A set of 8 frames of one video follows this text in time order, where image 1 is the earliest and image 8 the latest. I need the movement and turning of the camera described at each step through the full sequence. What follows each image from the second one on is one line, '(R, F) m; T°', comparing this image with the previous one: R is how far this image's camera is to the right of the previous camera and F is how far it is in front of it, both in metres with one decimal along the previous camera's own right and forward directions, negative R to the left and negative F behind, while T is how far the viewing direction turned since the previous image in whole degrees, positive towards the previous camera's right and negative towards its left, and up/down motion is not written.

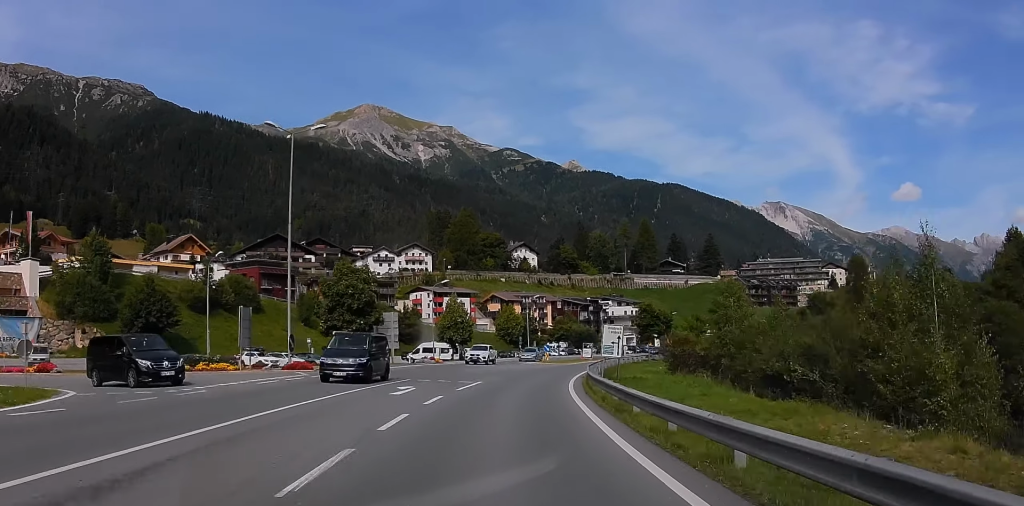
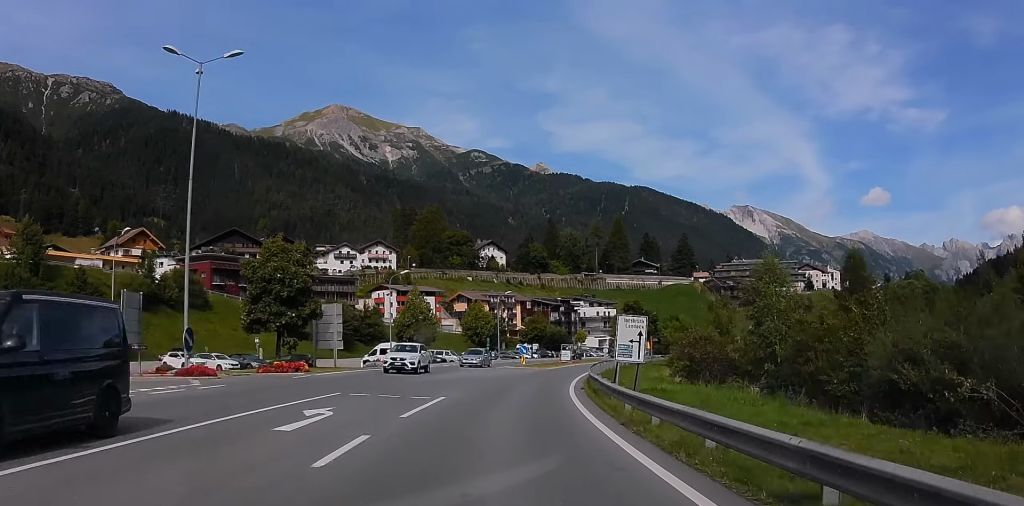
(-0.1, +10.5) m; +4°
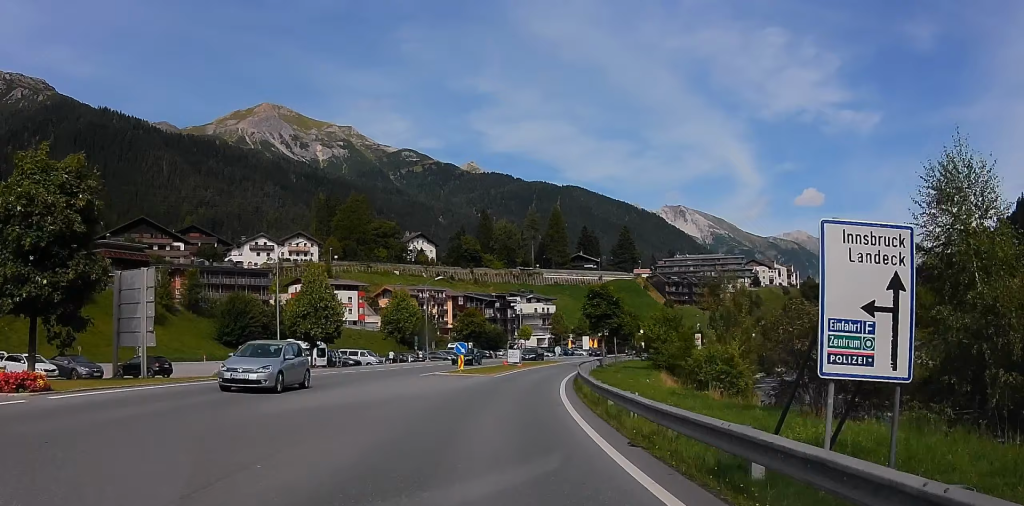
(+2.3, +17.9) m; +12°
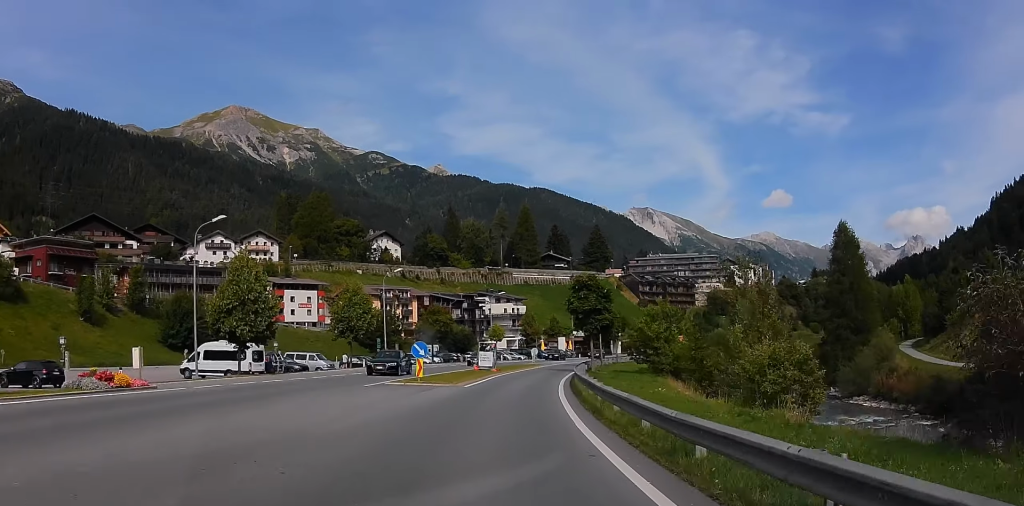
(+0.6, +9.6) m; +4°
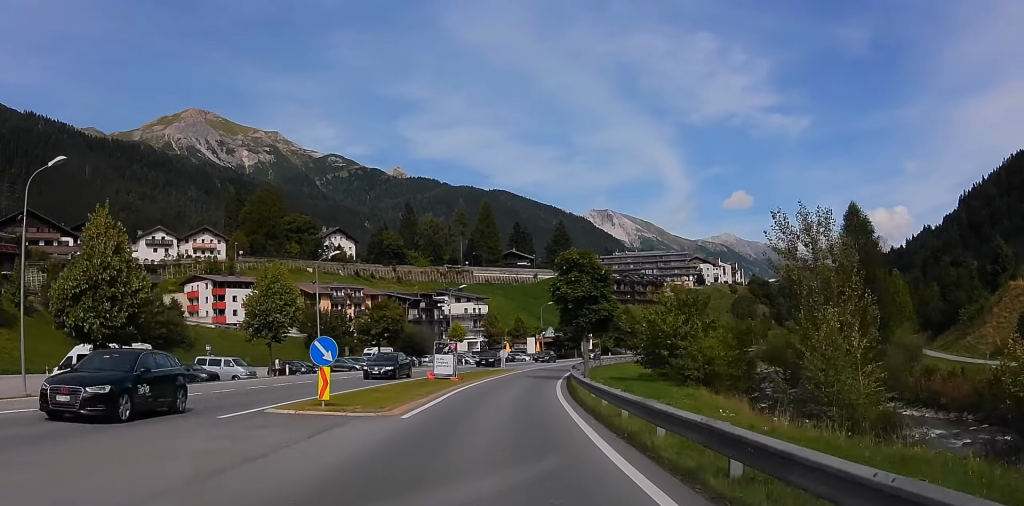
(+0.1, +12.8) m; +4°
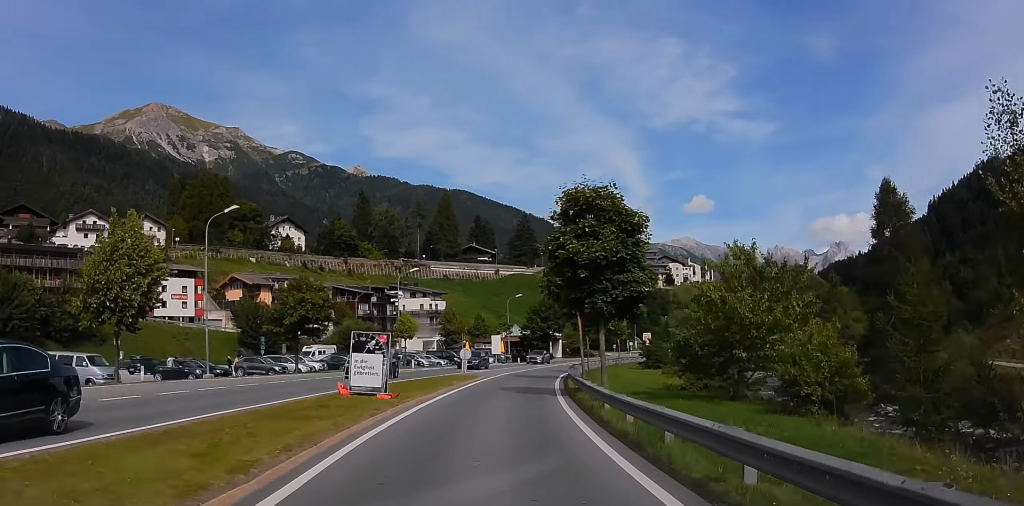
(+0.8, +15.6) m; +3°
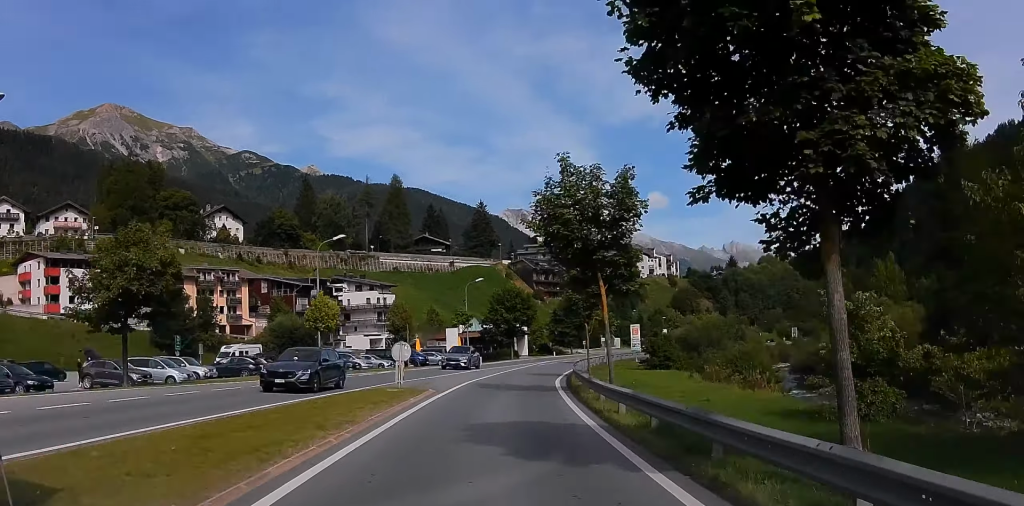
(+0.2, +17.8) m; +2°
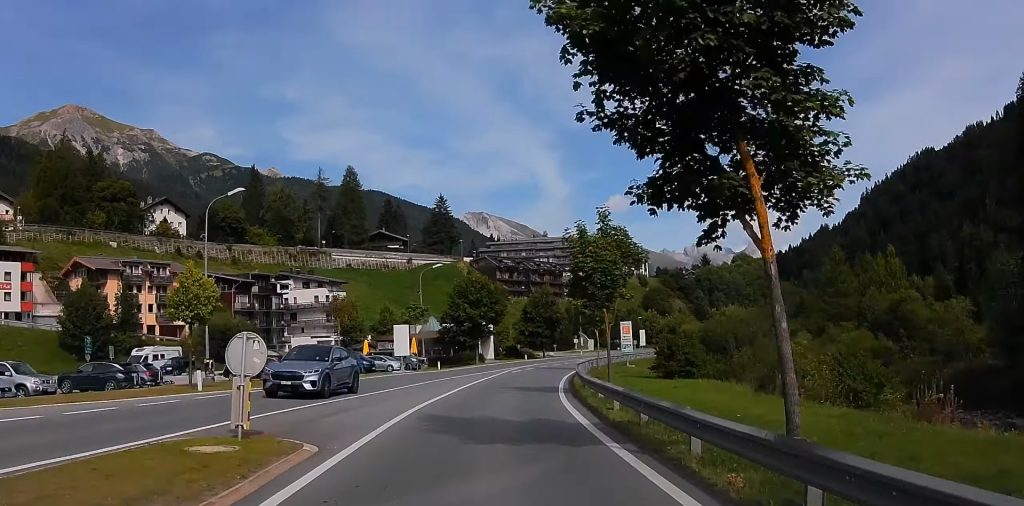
(+0.2, +13.9) m; +1°
